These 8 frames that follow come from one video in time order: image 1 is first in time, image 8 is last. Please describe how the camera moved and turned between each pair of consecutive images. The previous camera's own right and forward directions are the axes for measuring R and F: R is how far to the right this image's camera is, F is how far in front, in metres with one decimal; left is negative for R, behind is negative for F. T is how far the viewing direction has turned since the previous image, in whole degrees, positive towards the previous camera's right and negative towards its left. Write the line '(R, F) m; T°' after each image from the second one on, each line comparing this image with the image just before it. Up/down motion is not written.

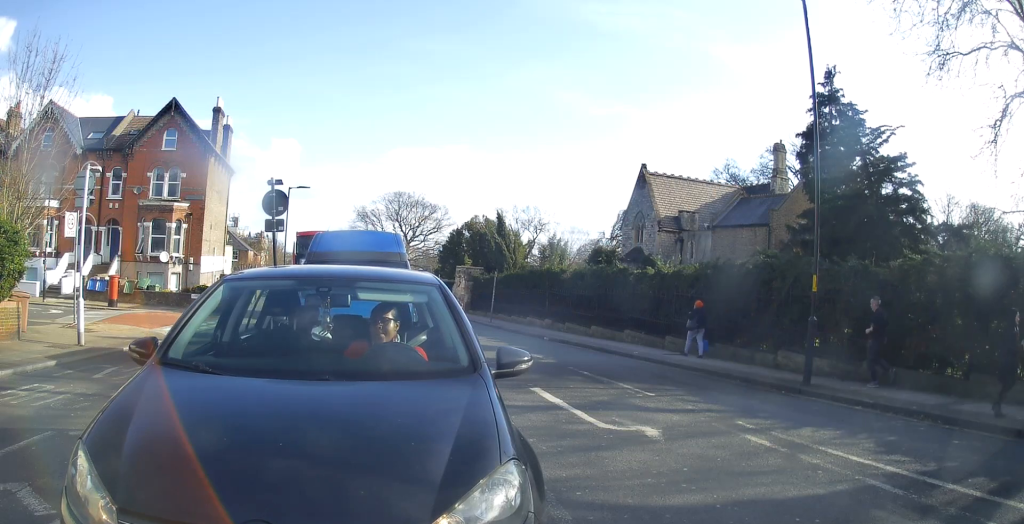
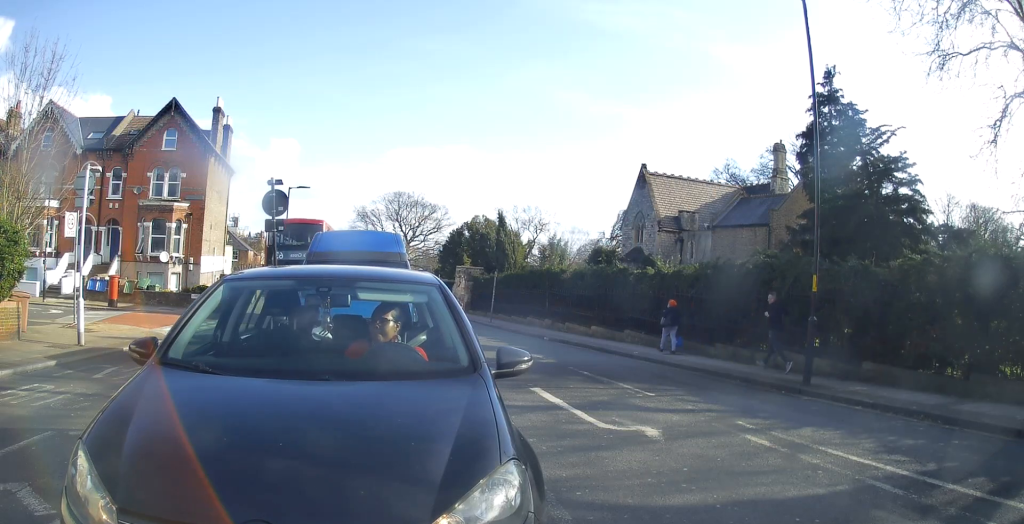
(0.0, 0.0) m; 0°
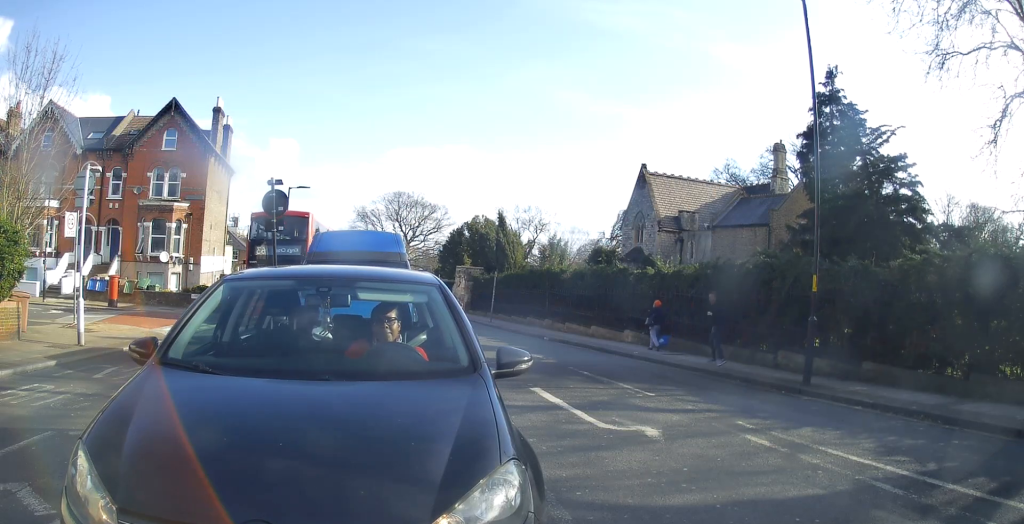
(0.0, 0.0) m; 0°
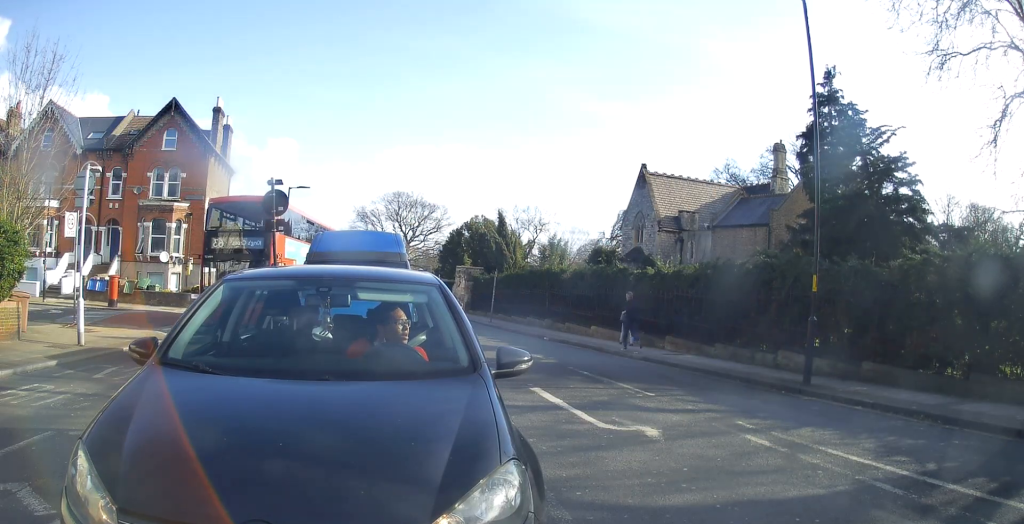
(0.0, 0.0) m; 0°
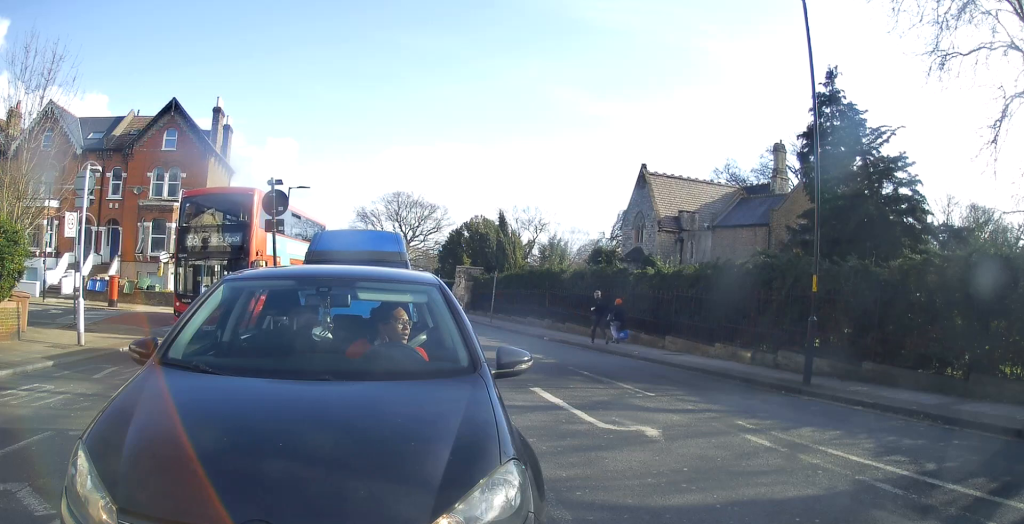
(0.0, 0.0) m; 0°
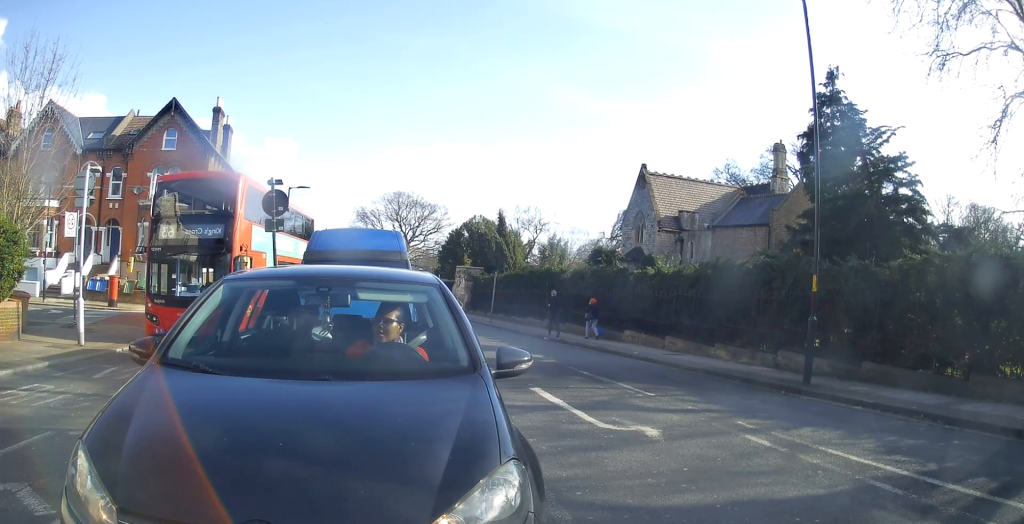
(0.0, 0.0) m; 0°
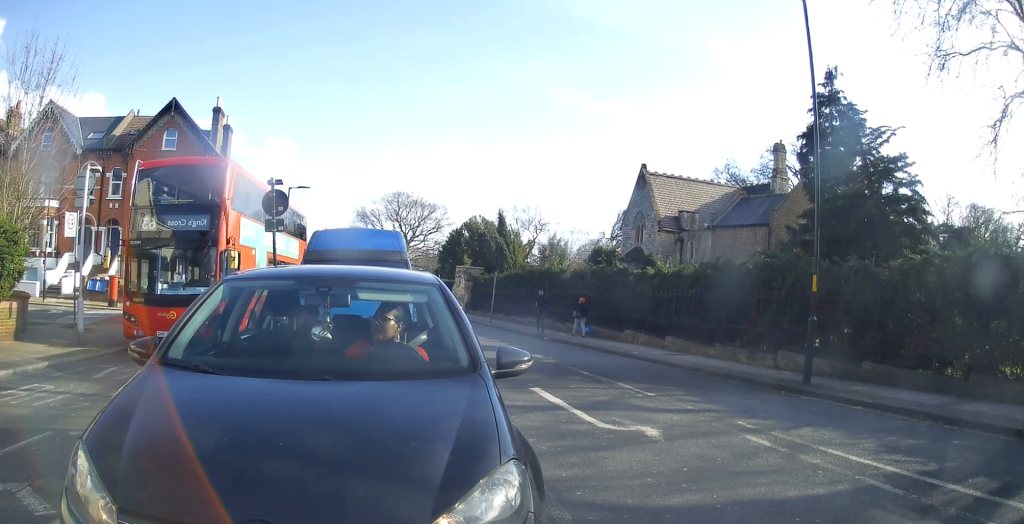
(0.0, 0.0) m; 0°
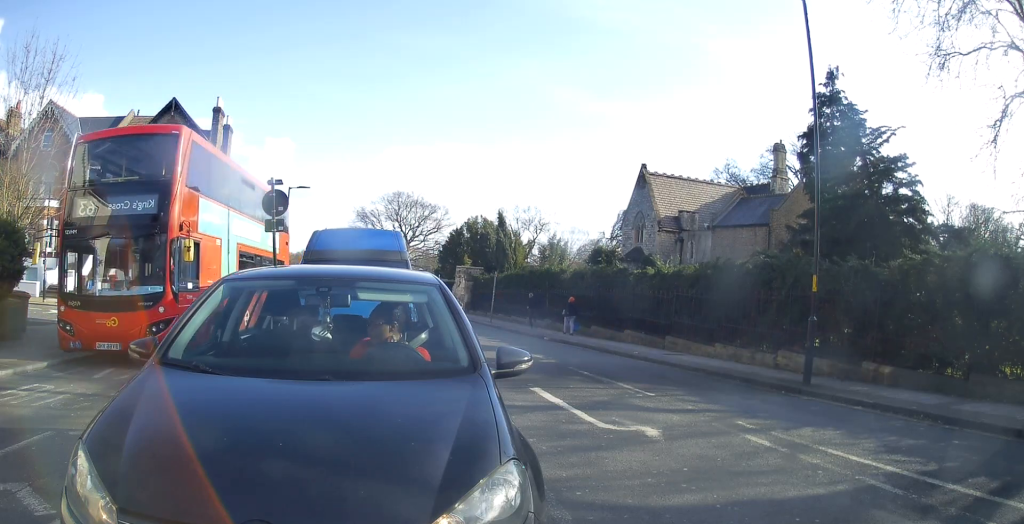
(0.0, 0.0) m; 0°
